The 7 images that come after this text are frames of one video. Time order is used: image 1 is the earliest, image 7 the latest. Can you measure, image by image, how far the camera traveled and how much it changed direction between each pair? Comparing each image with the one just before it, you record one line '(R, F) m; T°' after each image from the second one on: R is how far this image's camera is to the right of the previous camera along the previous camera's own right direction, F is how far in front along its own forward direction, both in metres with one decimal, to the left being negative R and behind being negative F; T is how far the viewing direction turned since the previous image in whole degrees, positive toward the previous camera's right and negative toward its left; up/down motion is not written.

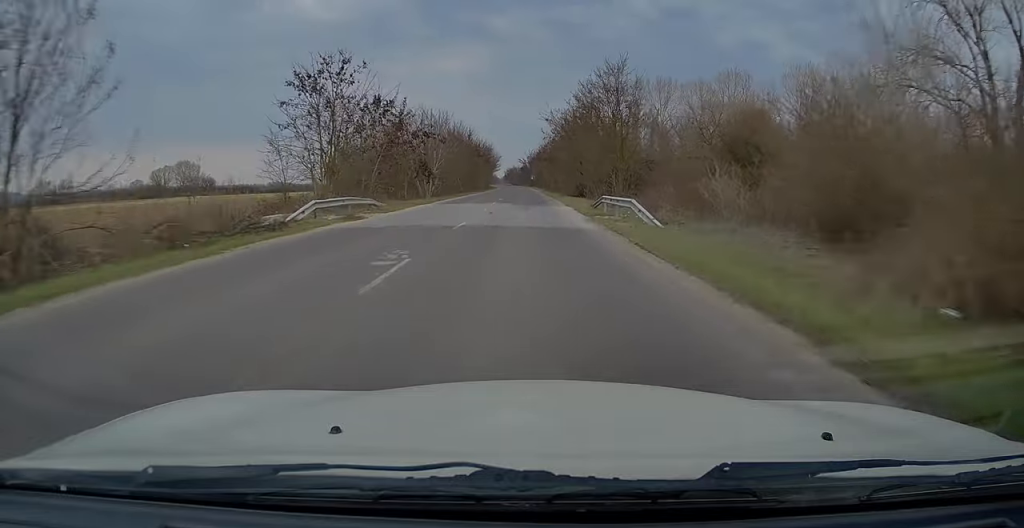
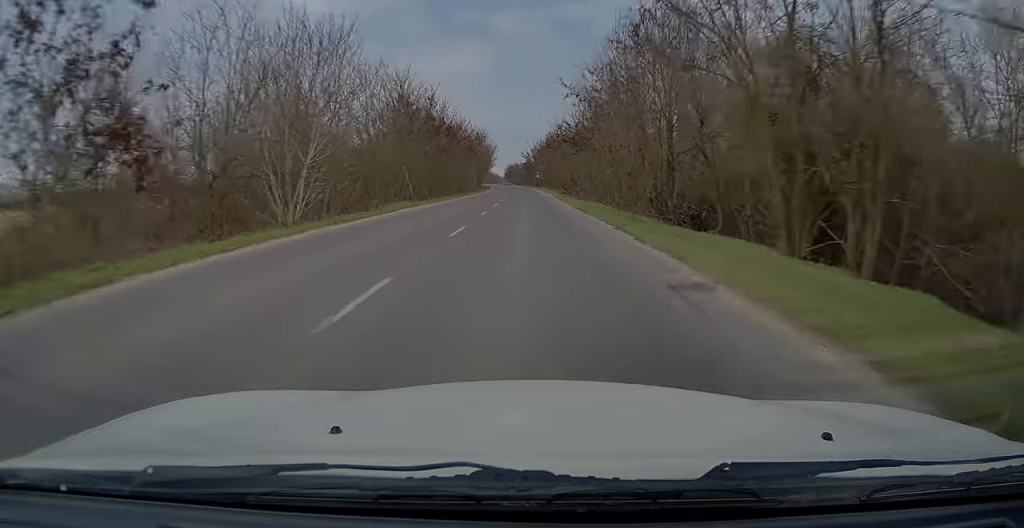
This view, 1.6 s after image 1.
(-0.5, +38.0) m; -1°
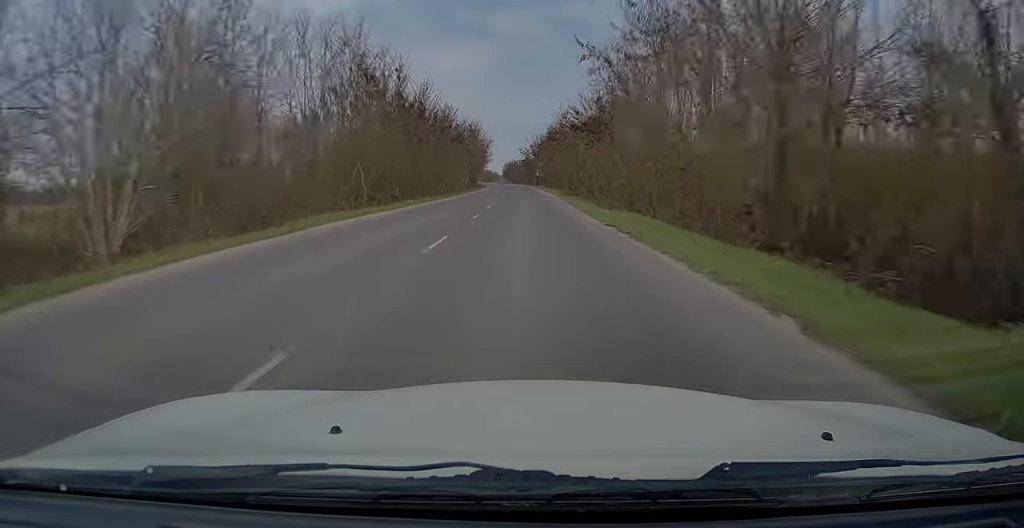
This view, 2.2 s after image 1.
(0.0, +12.3) m; 0°
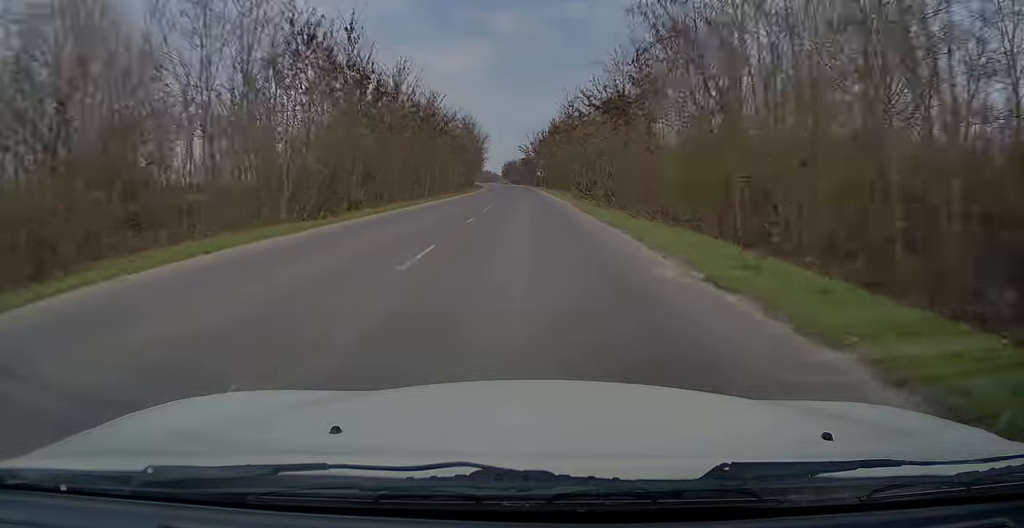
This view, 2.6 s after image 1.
(0.0, +10.8) m; 0°
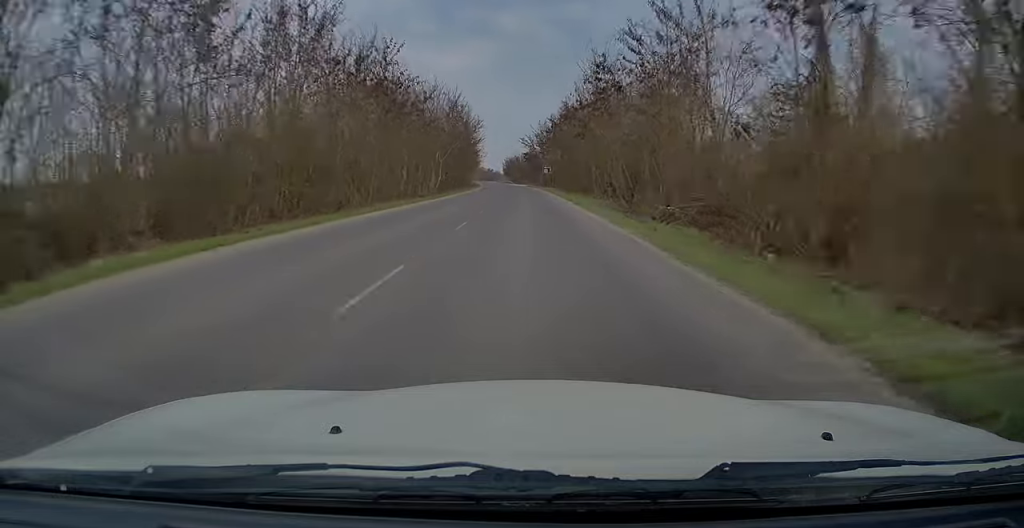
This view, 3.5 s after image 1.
(-0.1, +20.7) m; 0°
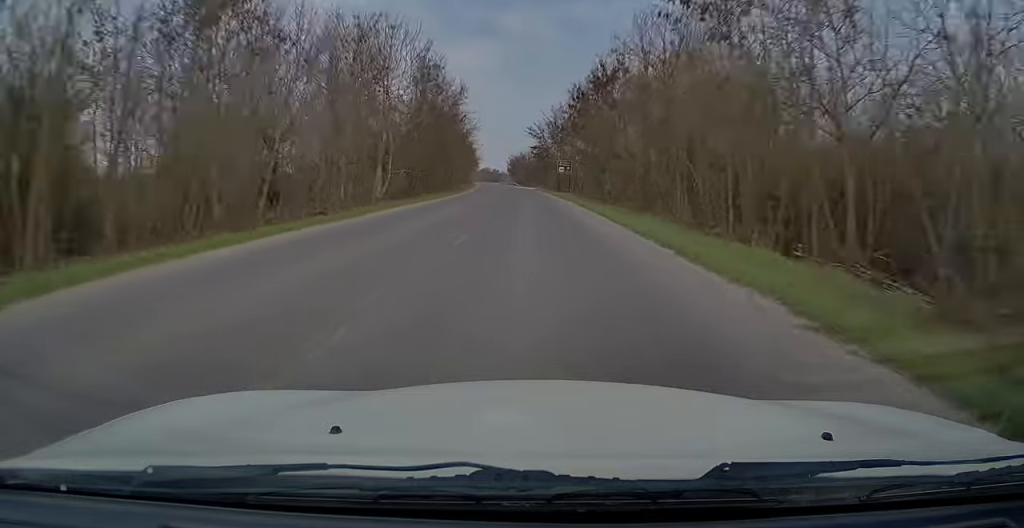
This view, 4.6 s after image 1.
(0.0, +25.3) m; 0°
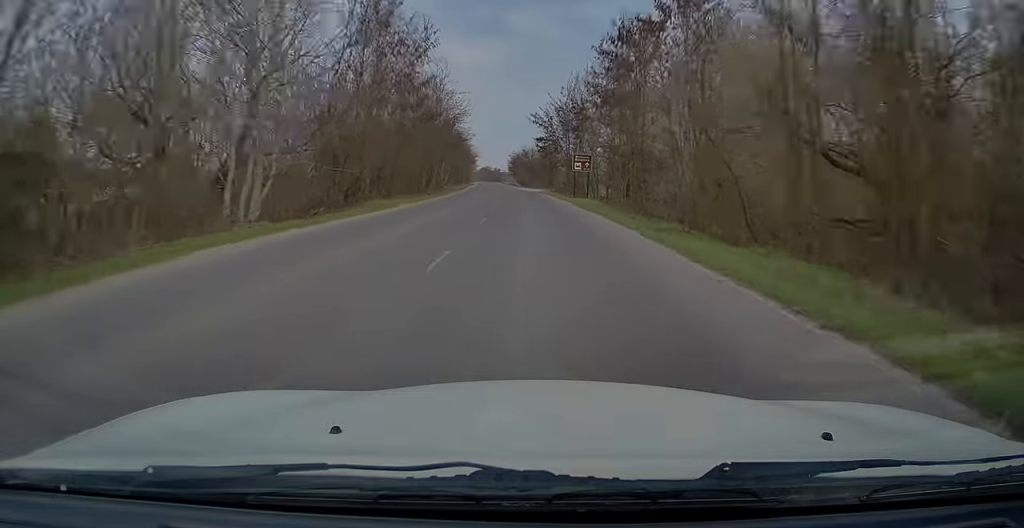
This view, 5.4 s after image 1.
(+0.1, +17.7) m; -1°
